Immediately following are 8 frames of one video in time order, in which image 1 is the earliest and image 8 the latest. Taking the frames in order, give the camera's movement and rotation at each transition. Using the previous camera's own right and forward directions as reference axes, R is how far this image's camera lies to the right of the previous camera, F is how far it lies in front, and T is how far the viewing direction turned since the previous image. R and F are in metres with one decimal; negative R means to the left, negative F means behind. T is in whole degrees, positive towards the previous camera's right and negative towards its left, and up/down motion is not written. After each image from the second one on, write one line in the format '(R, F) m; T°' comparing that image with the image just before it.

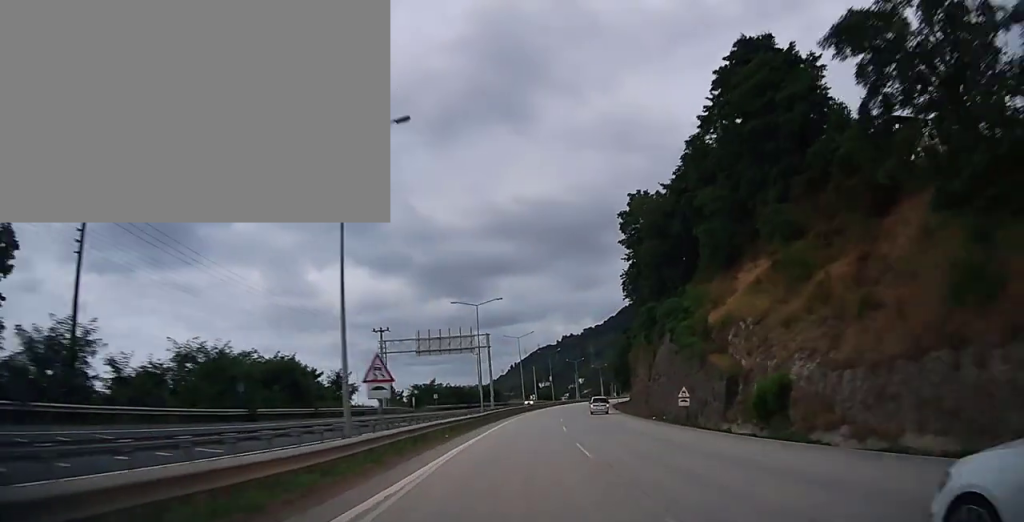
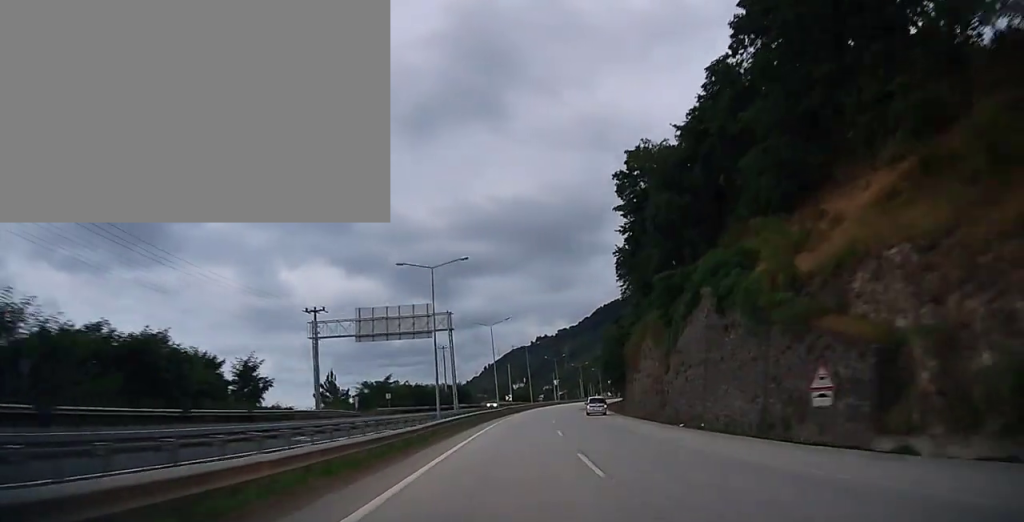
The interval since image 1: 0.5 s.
(+0.6, +16.3) m; +3°
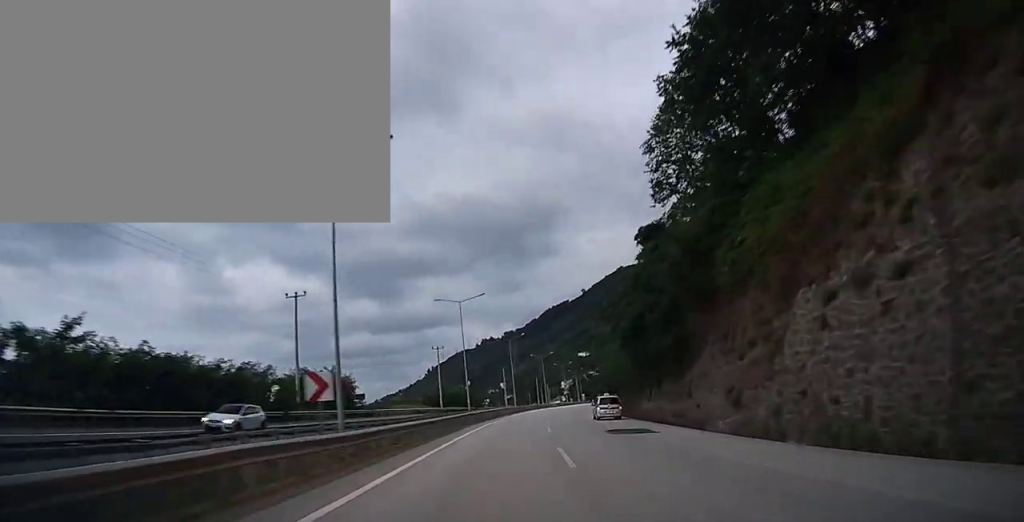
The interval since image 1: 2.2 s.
(+3.6, +50.9) m; +7°
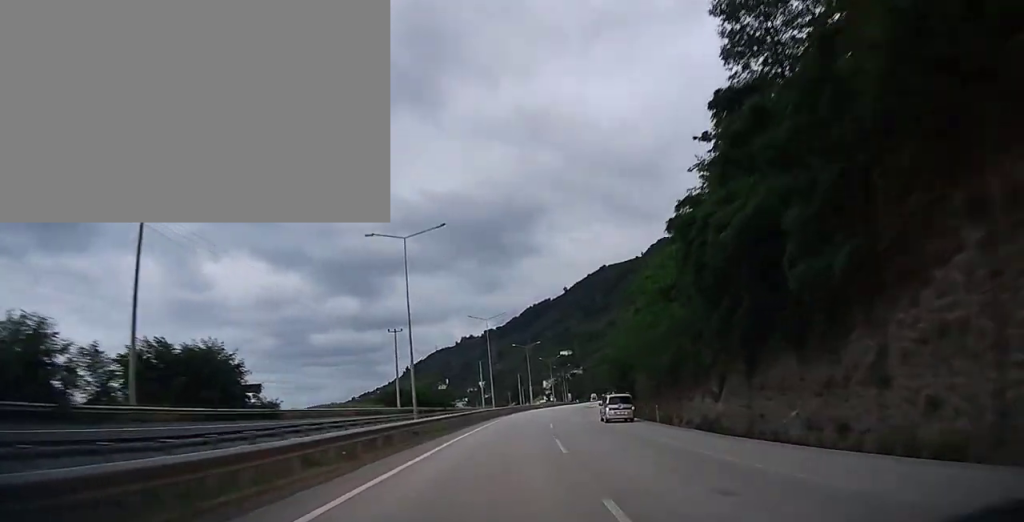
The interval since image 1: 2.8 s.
(+0.4, +21.6) m; +2°
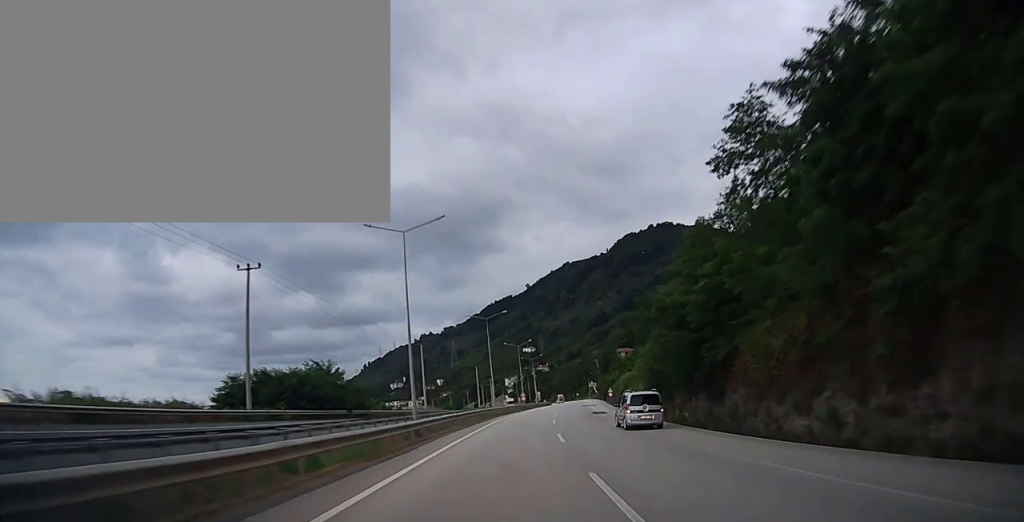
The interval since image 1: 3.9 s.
(+1.1, +35.9) m; +3°
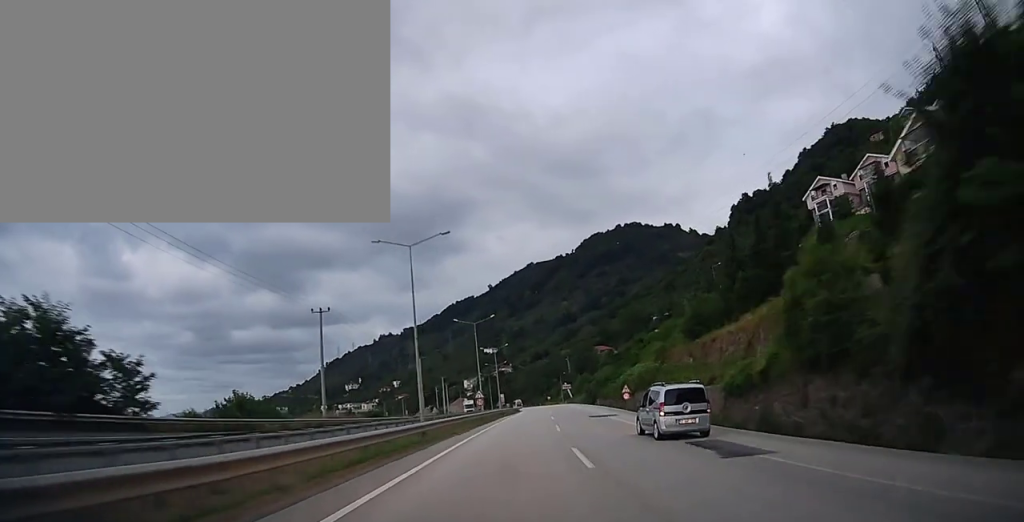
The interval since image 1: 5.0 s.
(+0.8, +33.7) m; +3°
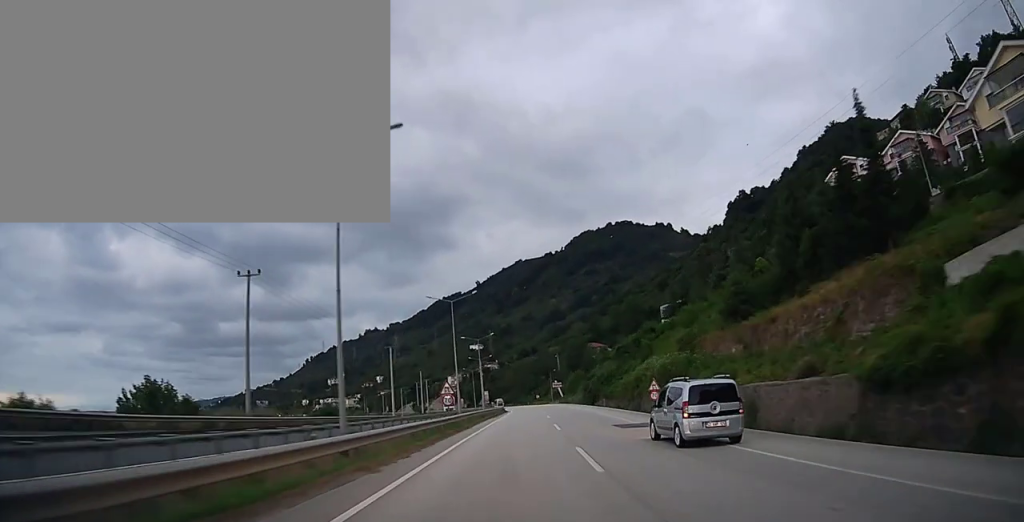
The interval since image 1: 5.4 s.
(+0.3, +14.2) m; +1°
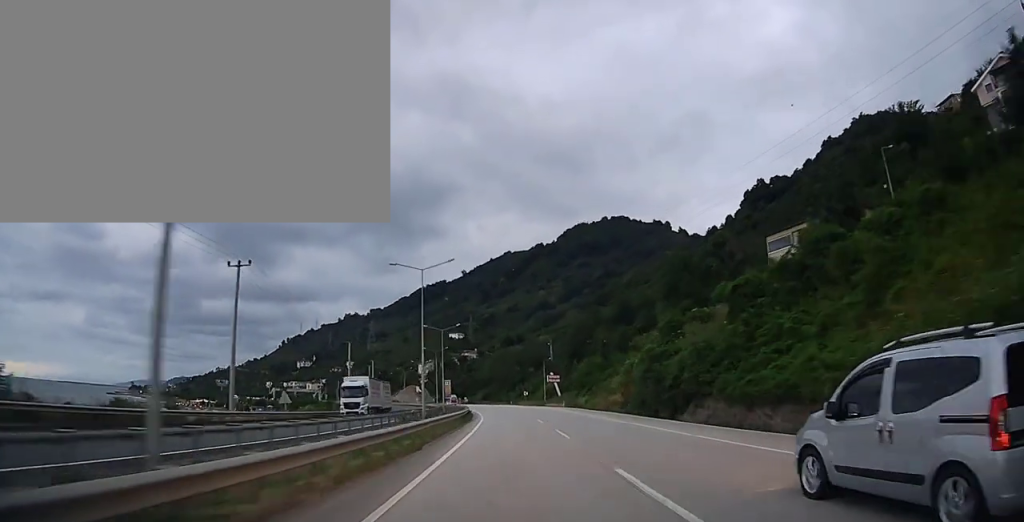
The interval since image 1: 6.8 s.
(+1.5, +45.6) m; +3°
